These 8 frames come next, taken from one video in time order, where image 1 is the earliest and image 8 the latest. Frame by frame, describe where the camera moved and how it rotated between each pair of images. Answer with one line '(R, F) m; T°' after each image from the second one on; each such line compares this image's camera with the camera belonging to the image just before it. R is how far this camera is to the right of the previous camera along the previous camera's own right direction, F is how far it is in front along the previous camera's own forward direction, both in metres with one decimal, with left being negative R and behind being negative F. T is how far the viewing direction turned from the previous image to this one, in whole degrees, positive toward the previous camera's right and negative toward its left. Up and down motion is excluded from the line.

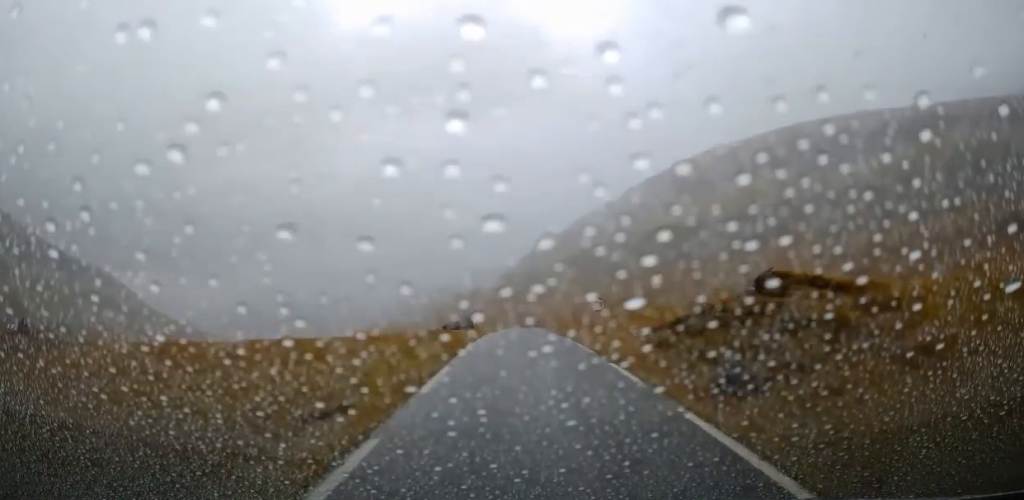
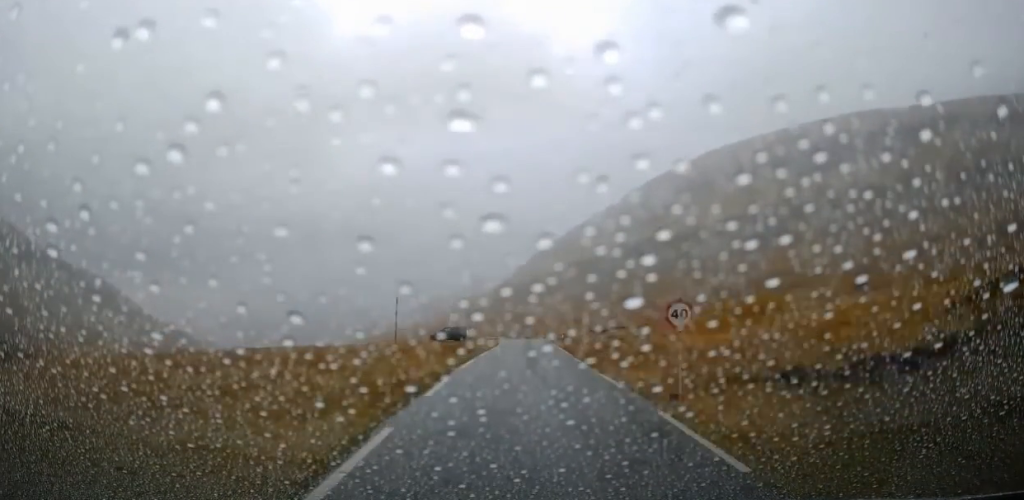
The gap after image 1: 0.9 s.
(0.0, +11.4) m; 0°
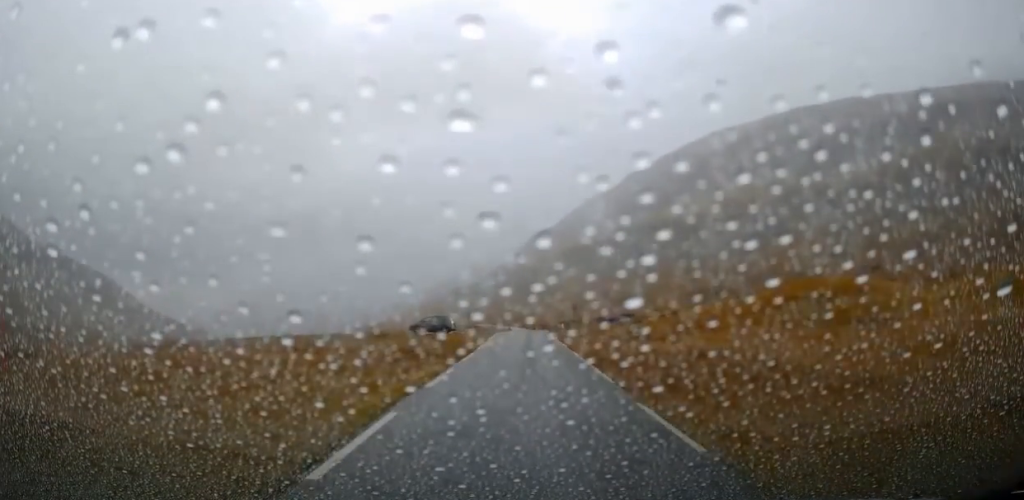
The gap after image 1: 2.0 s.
(0.0, +12.5) m; 0°
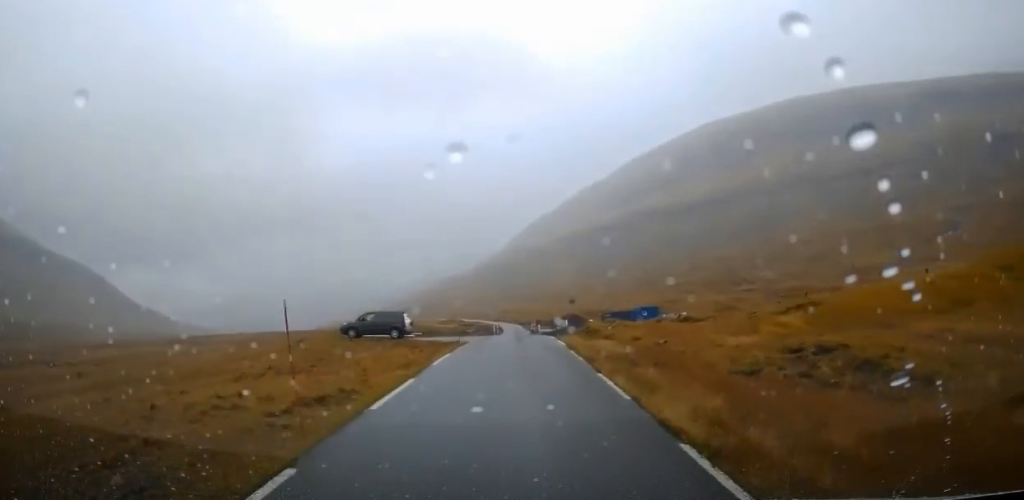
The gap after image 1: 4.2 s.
(0.0, +23.0) m; 0°
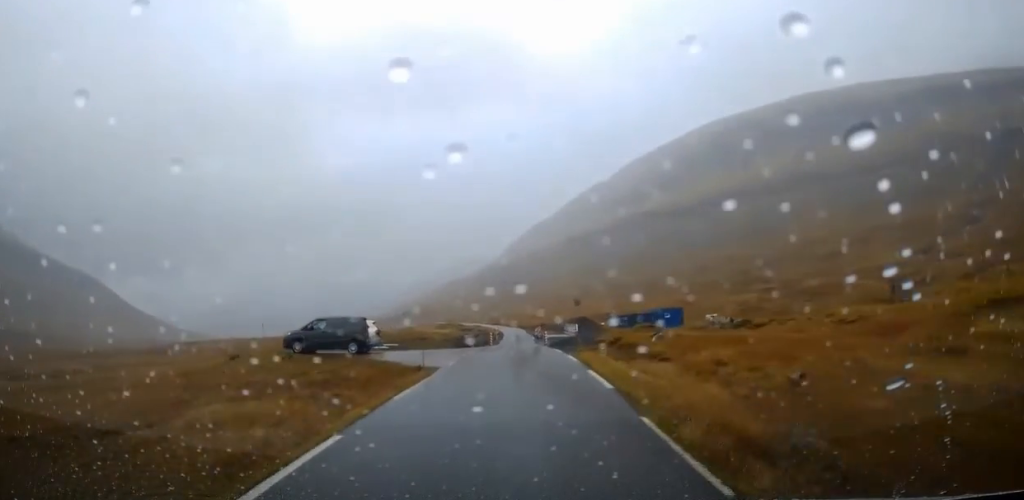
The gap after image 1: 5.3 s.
(0.0, +10.6) m; 0°
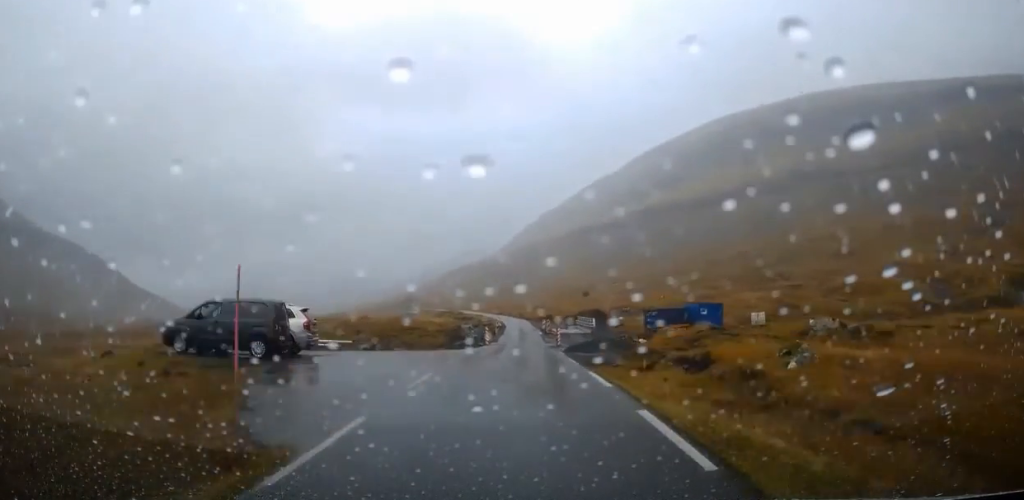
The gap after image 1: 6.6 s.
(0.0, +11.6) m; 0°
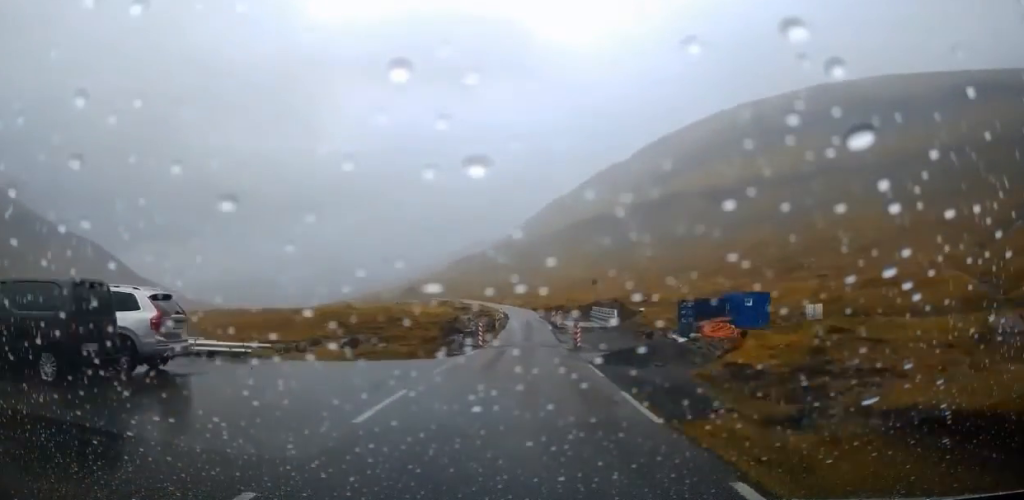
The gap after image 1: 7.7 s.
(+0.1, +9.4) m; 0°
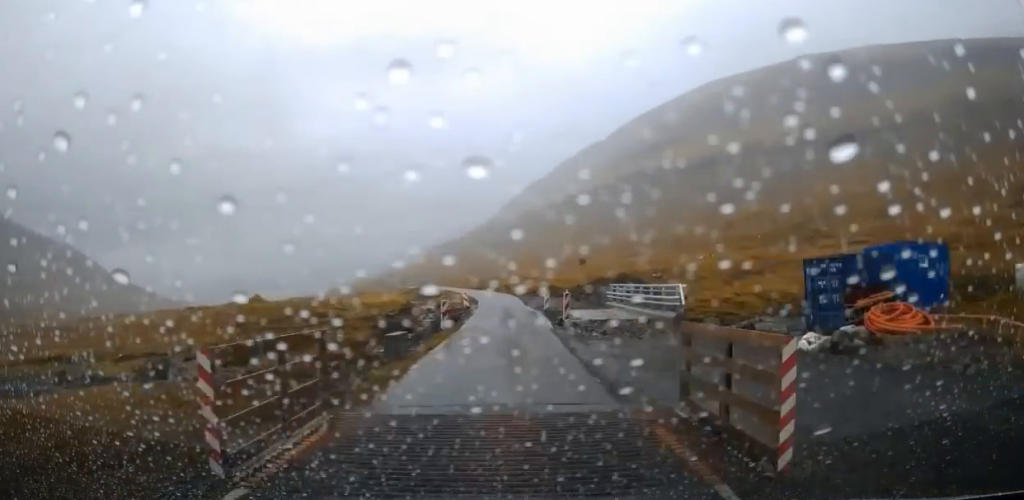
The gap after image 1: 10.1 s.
(-0.3, +21.5) m; -1°
